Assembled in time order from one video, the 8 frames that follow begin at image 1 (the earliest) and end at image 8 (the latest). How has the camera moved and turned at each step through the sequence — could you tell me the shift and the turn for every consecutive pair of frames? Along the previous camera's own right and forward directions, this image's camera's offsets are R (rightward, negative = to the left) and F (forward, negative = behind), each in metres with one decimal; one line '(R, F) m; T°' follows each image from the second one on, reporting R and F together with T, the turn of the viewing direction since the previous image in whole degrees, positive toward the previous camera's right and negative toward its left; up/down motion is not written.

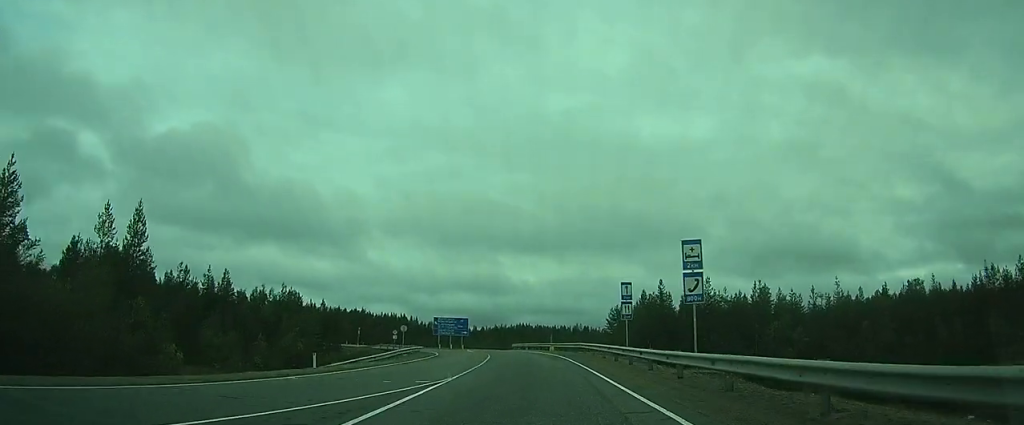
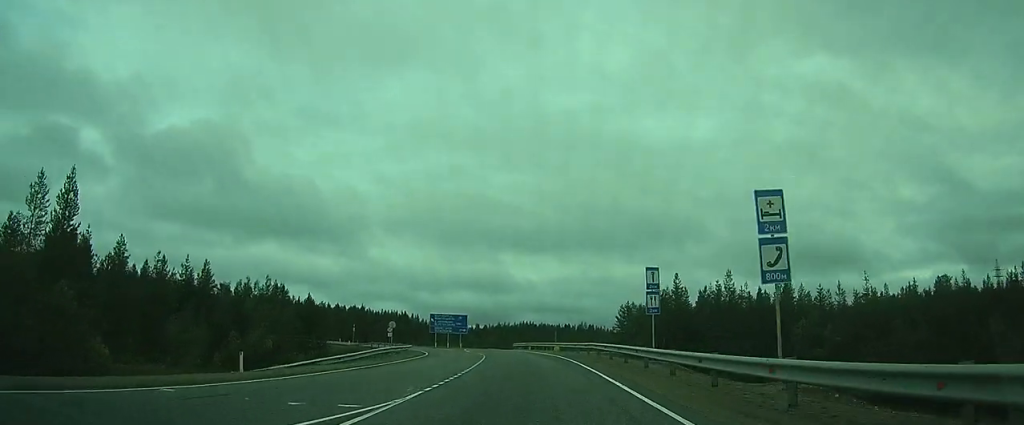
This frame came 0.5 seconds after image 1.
(+0.1, +6.3) m; +2°
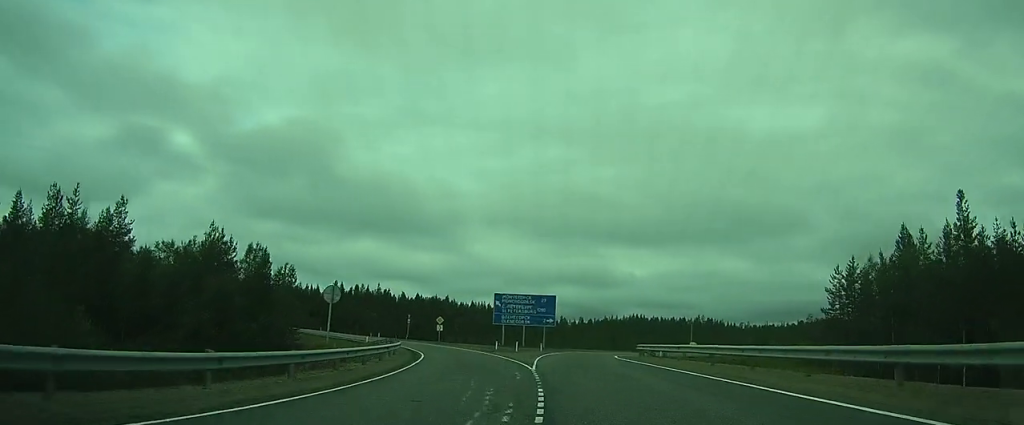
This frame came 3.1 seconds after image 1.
(+5.0, +34.3) m; +12°
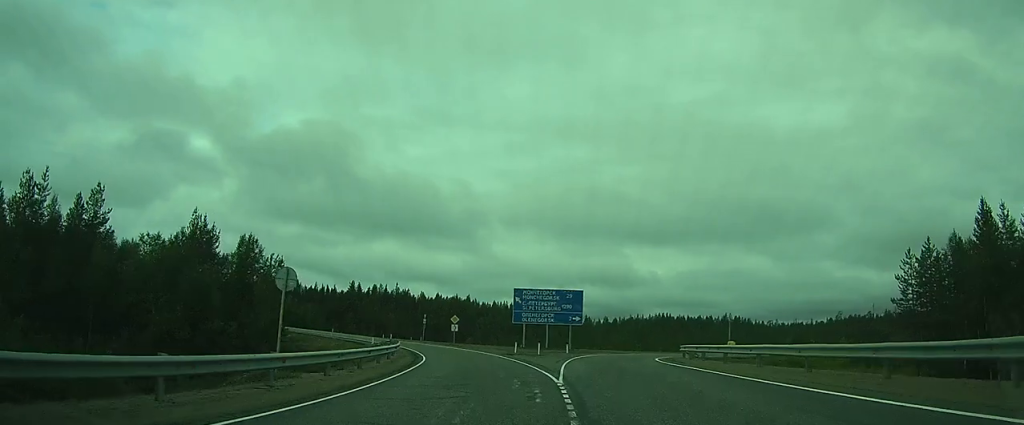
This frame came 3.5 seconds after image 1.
(+0.2, +5.7) m; -2°
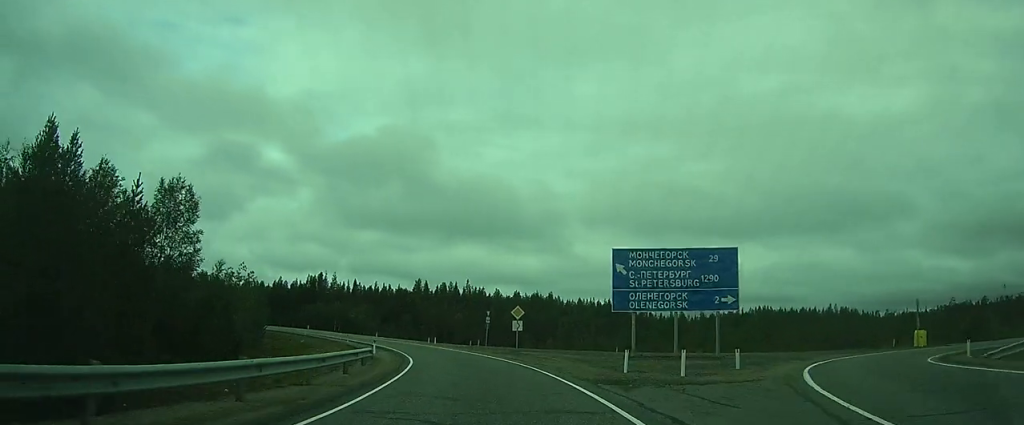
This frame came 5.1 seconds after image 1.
(-1.9, +20.5) m; -9°
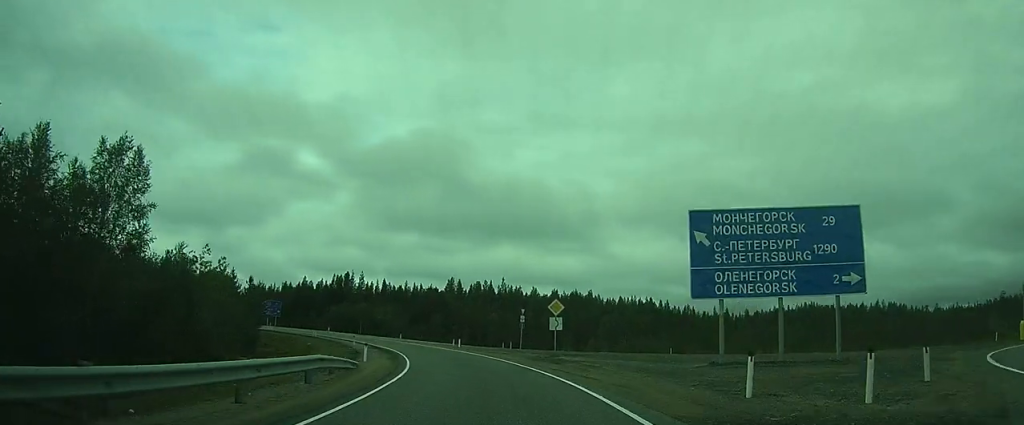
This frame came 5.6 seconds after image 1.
(-0.2, +7.4) m; -3°
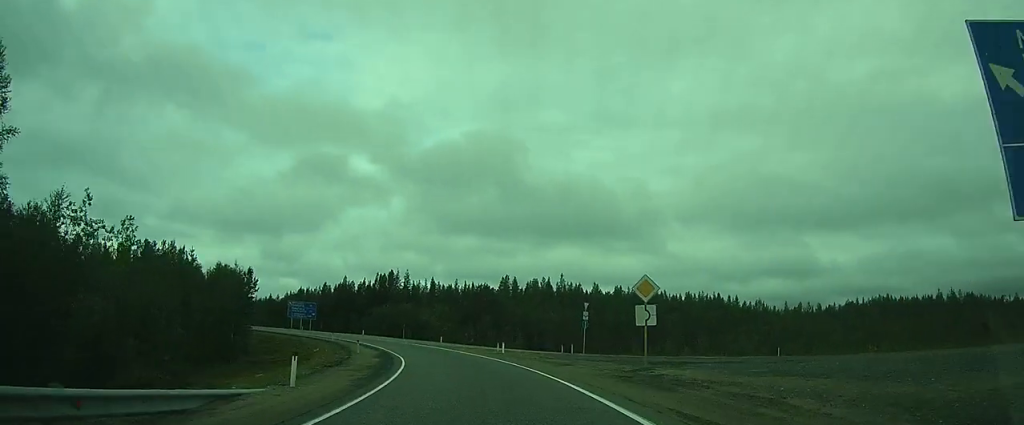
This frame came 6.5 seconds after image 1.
(-0.2, +10.9) m; -6°
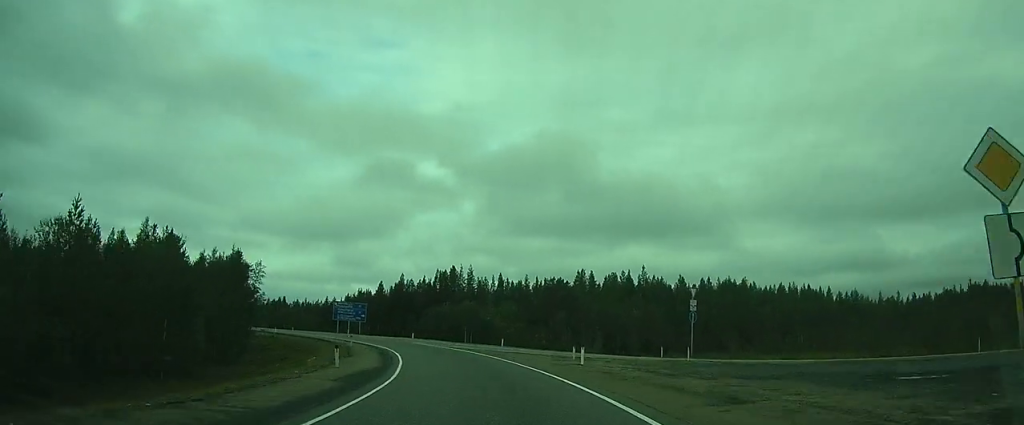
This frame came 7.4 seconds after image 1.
(-1.0, +12.0) m; -6°
